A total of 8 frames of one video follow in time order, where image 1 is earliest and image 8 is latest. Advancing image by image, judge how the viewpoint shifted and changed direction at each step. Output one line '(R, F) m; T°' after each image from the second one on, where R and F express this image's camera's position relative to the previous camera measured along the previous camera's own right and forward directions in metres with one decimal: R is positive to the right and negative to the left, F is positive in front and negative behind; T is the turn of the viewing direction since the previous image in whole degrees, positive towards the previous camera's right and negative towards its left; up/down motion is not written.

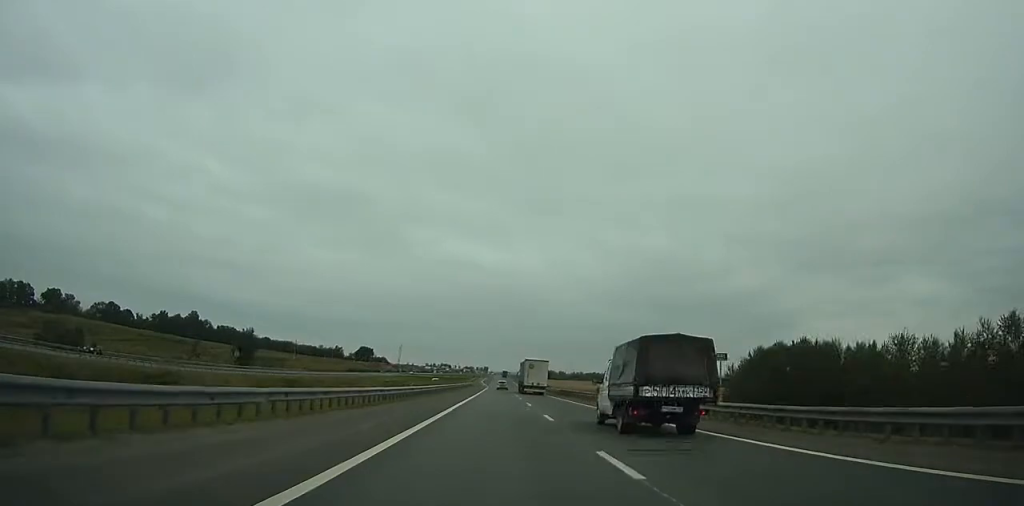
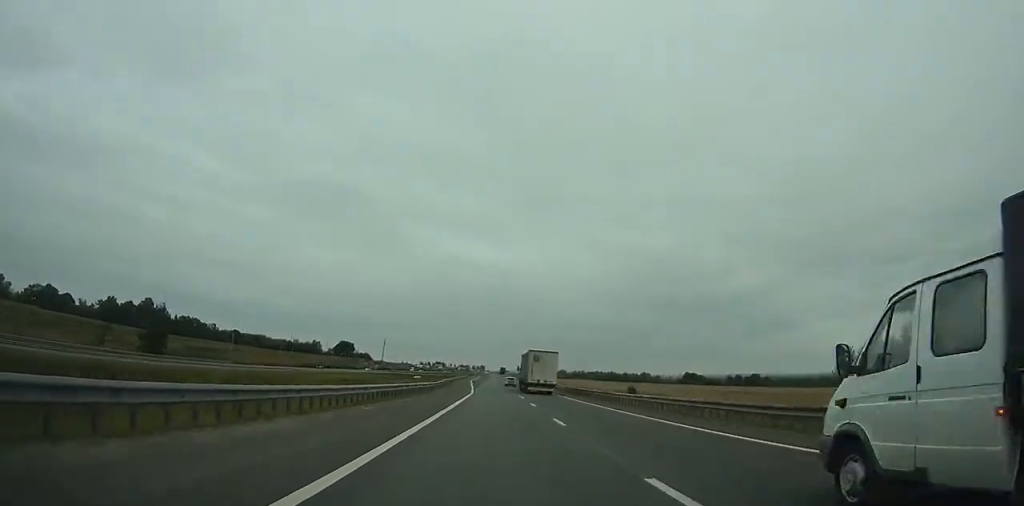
(+0.3, +61.1) m; 0°
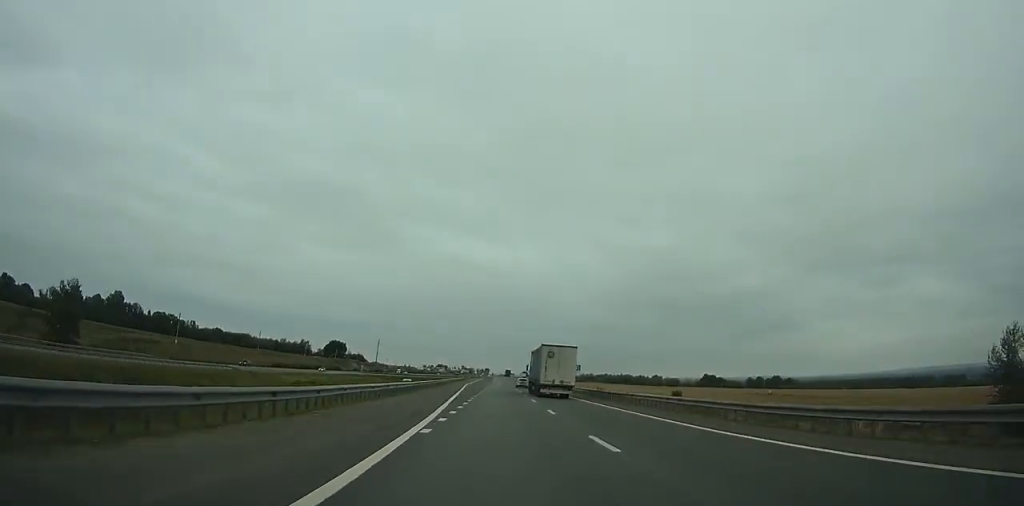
(+0.1, +41.3) m; 0°
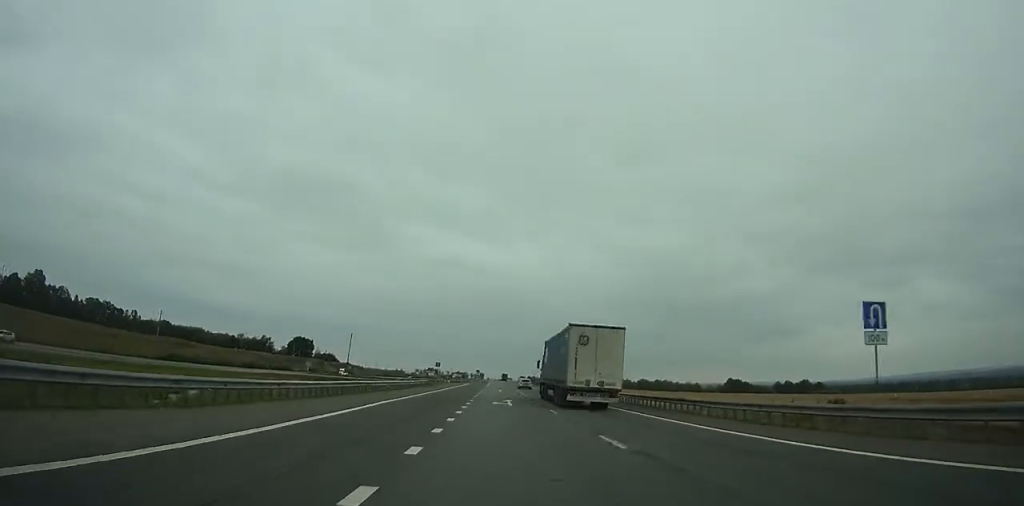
(0.0, +71.0) m; 0°
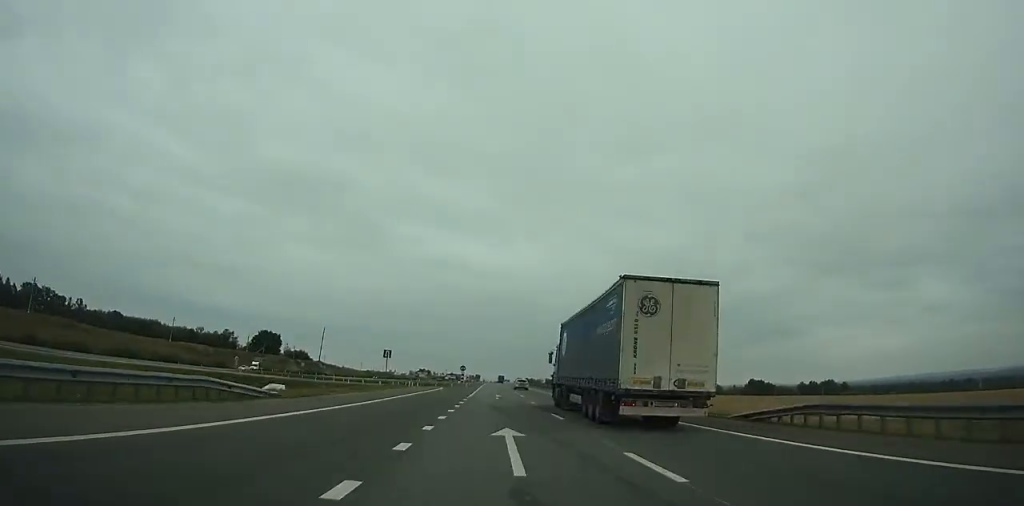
(-0.1, +50.3) m; 0°
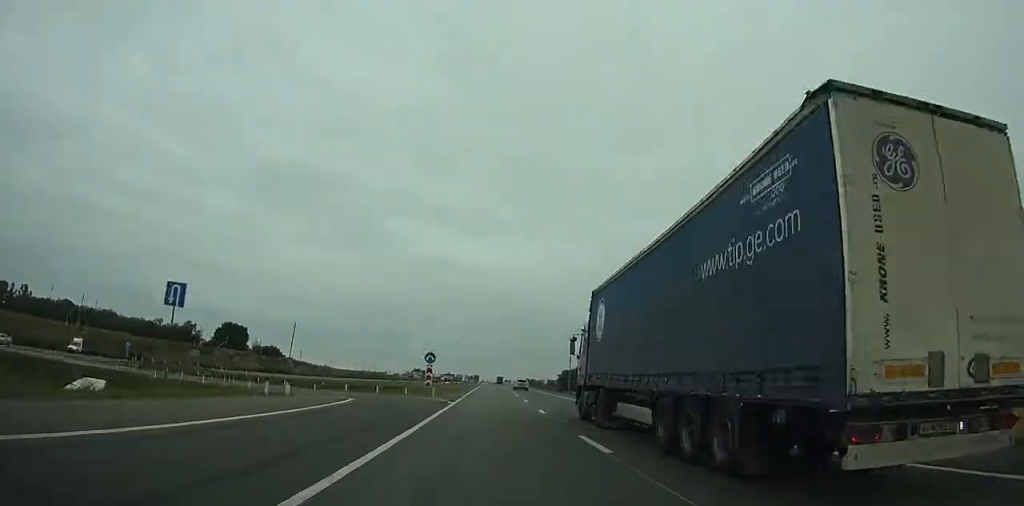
(+0.2, +43.8) m; 0°
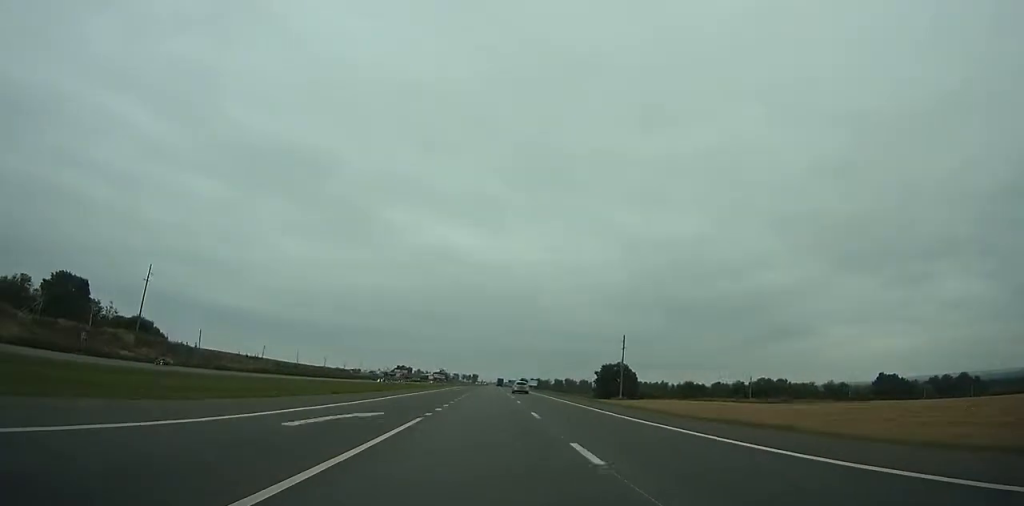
(+0.4, +120.0) m; +1°
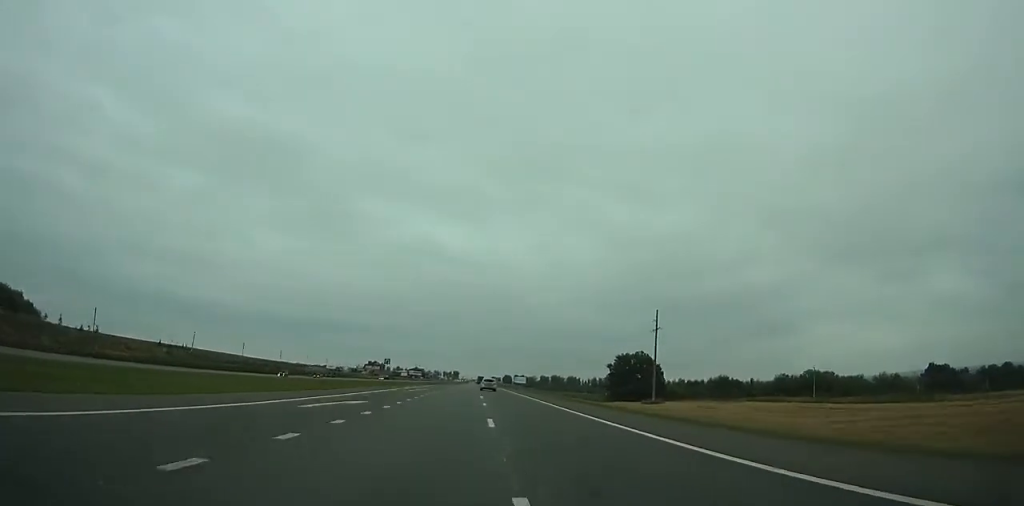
(+0.4, +51.6) m; 0°
